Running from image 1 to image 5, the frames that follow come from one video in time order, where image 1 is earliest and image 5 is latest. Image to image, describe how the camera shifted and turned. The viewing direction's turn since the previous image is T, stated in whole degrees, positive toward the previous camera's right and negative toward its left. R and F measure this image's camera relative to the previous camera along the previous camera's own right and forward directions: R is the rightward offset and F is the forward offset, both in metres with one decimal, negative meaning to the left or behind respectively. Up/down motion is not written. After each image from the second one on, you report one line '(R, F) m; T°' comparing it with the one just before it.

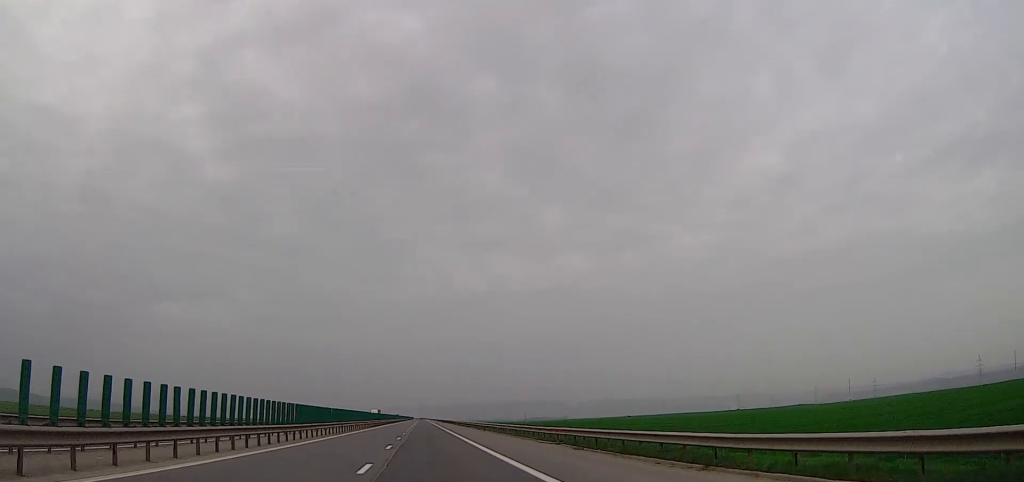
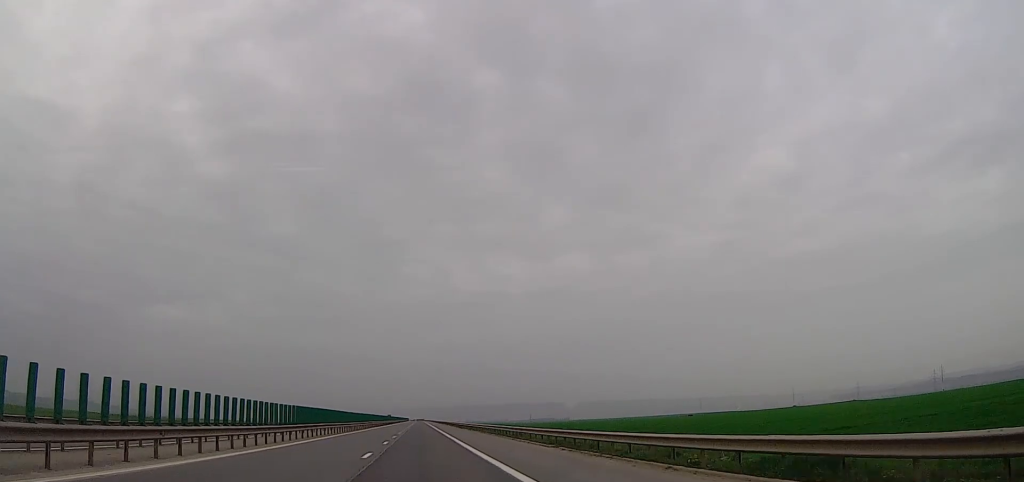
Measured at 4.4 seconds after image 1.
(0.0, +161.2) m; 0°
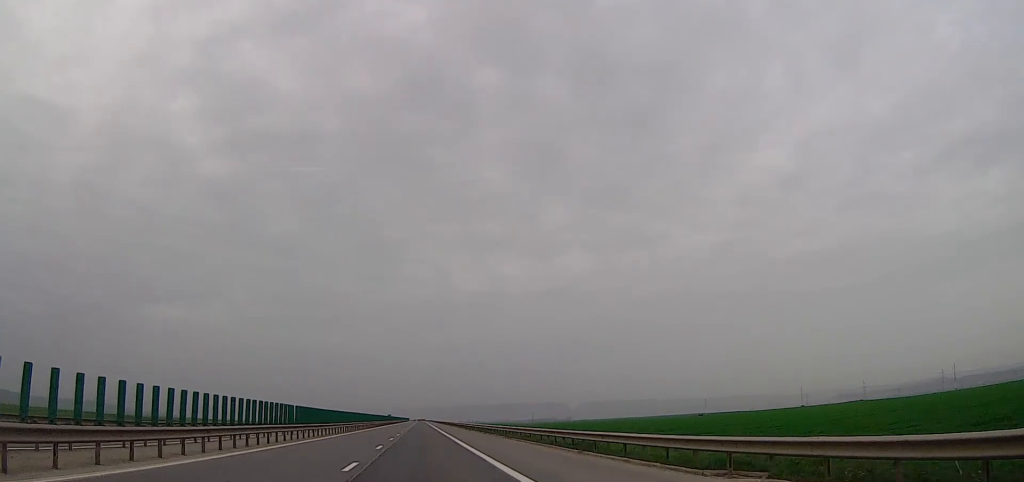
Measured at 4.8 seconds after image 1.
(0.0, +17.7) m; 0°
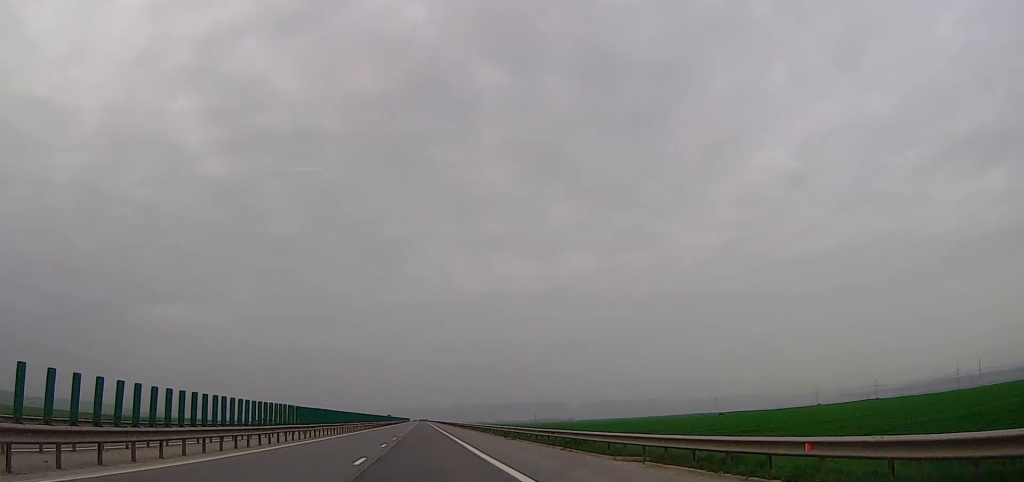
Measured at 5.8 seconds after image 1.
(+0.1, +34.1) m; 0°
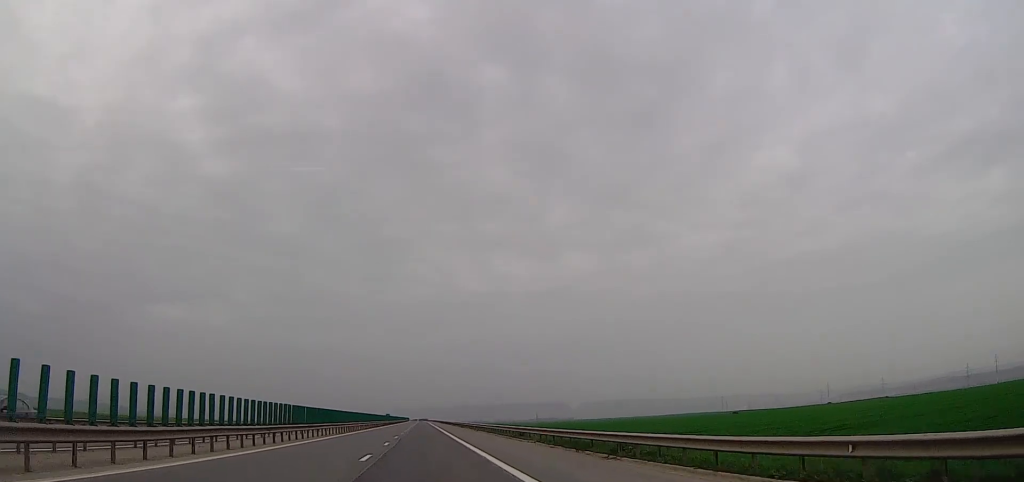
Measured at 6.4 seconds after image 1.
(0.0, +22.2) m; 0°
